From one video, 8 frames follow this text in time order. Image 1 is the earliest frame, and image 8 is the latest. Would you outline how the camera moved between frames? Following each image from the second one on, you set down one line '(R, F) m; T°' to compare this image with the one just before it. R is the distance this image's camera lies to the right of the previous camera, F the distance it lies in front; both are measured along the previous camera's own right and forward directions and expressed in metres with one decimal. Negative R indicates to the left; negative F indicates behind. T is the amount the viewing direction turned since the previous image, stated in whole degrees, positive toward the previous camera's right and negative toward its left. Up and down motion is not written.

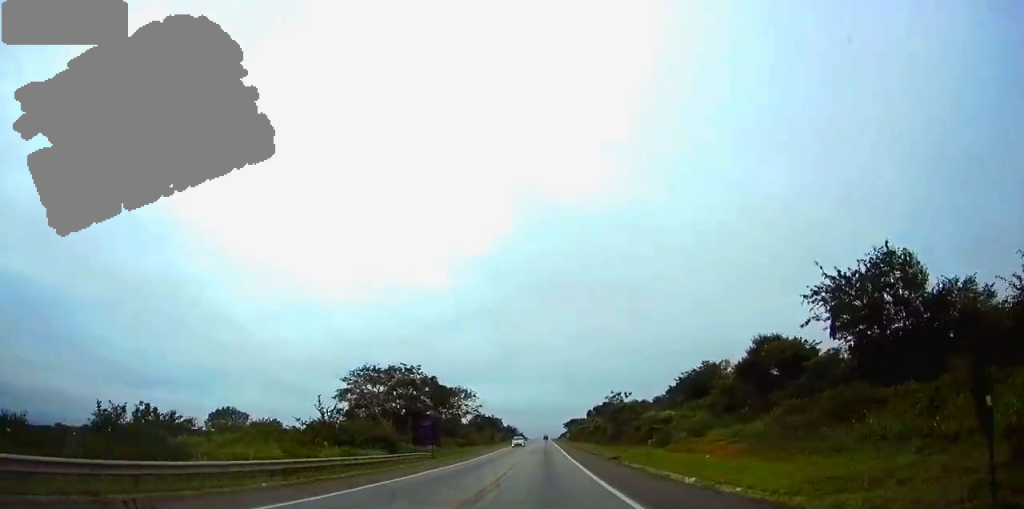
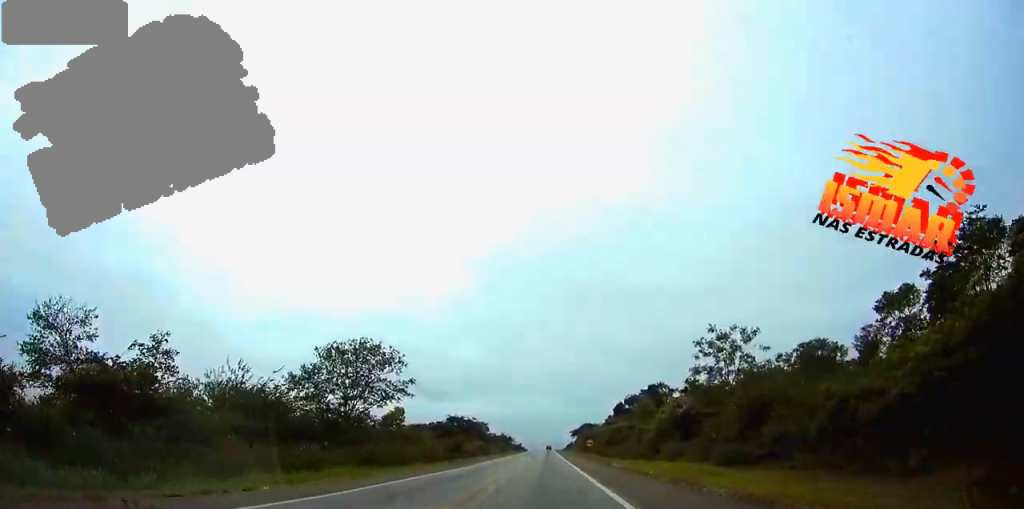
(-0.2, +80.0) m; 0°
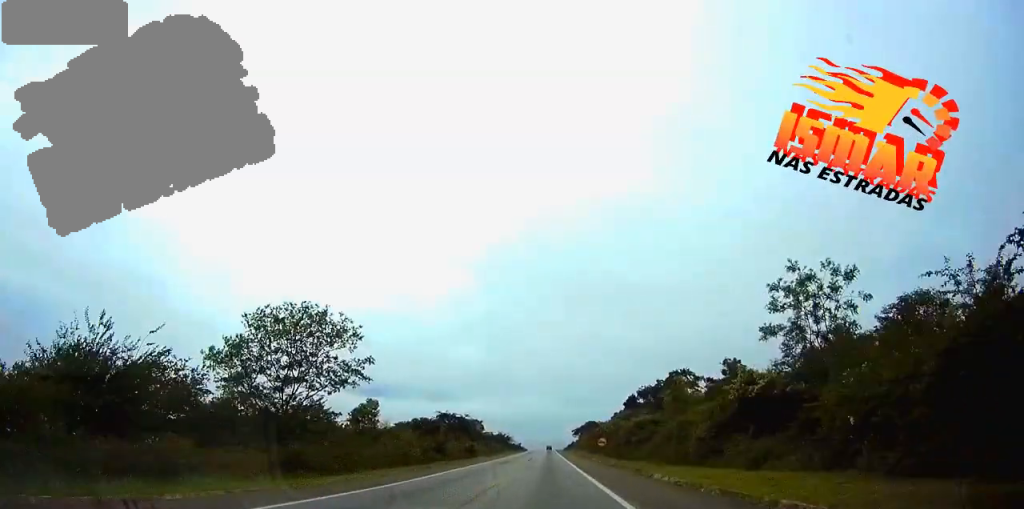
(-0.1, +18.3) m; 0°
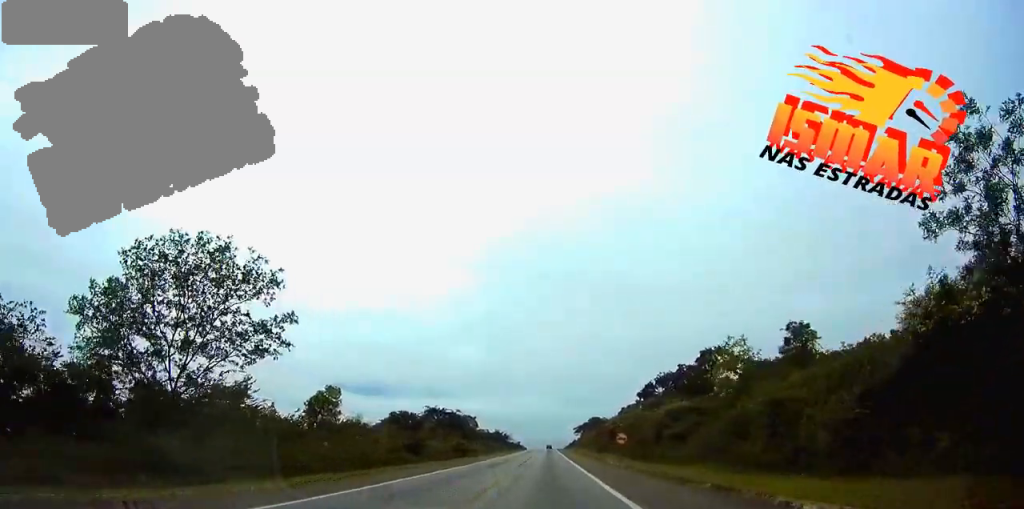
(0.0, +18.3) m; 0°
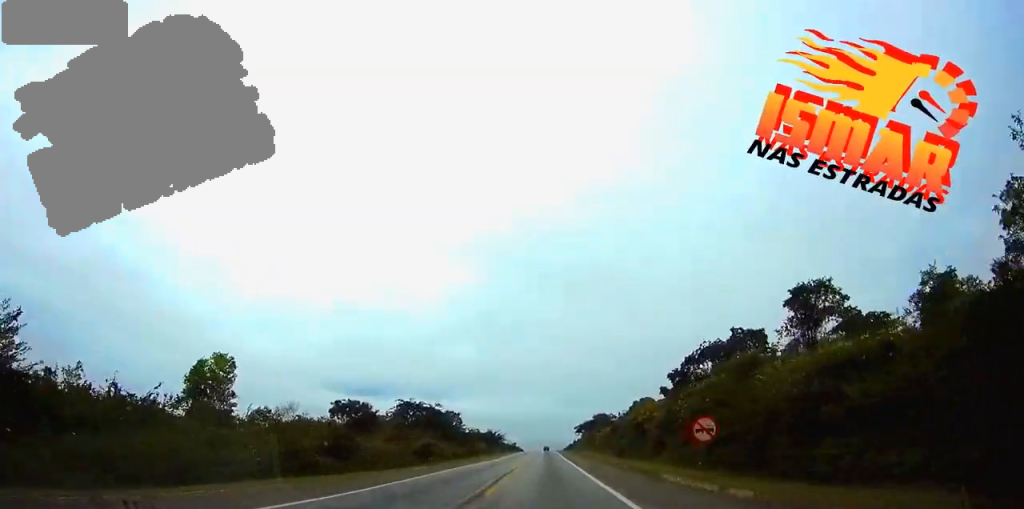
(0.0, +27.8) m; 0°
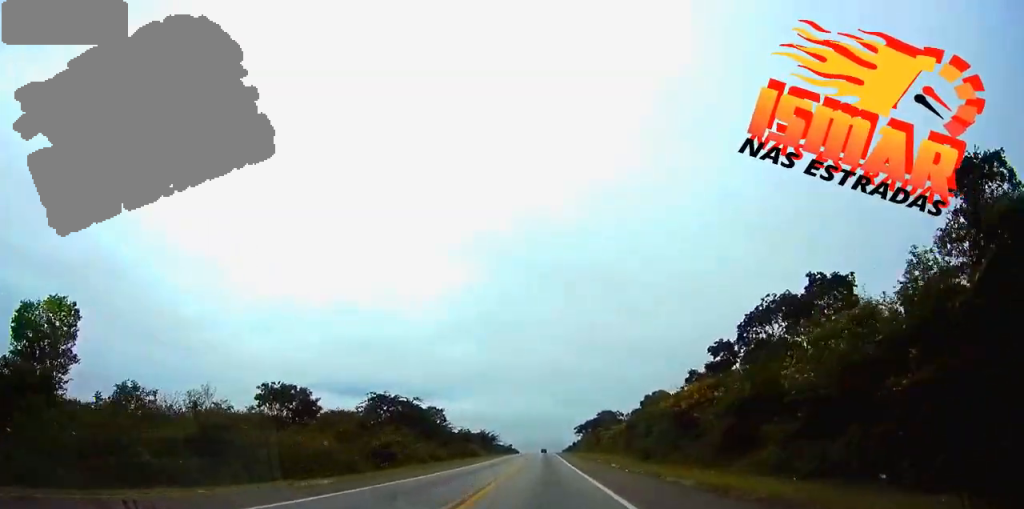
(0.0, +20.4) m; 0°
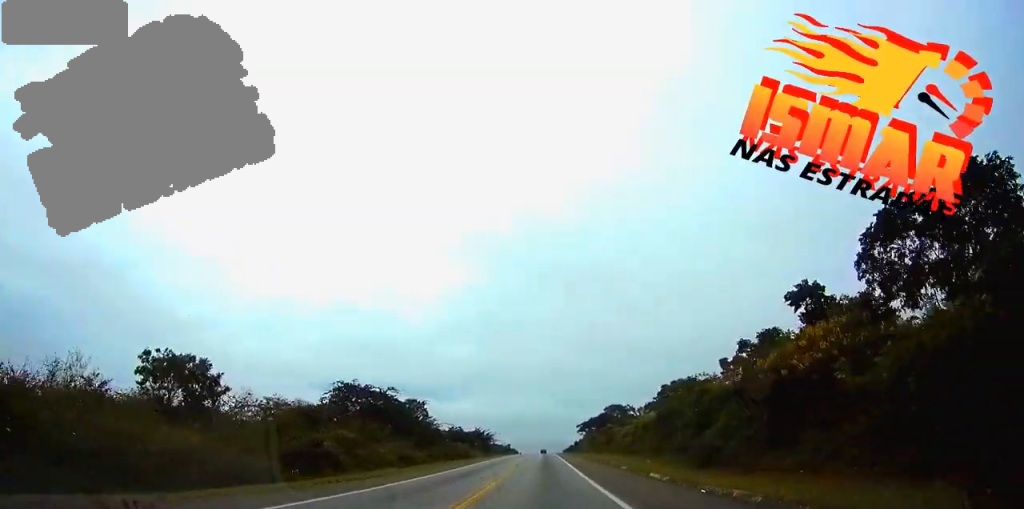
(0.0, +19.2) m; 0°
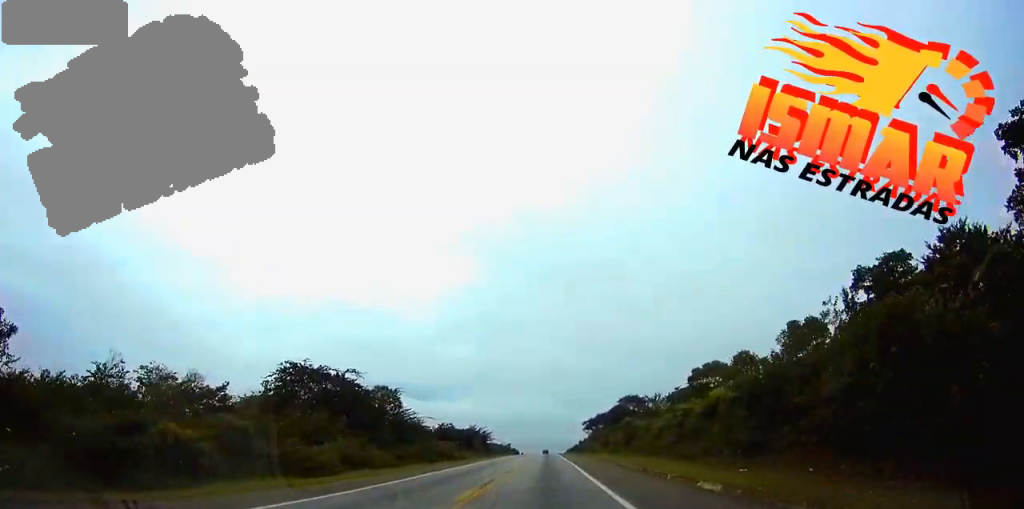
(0.0, +21.5) m; 0°
